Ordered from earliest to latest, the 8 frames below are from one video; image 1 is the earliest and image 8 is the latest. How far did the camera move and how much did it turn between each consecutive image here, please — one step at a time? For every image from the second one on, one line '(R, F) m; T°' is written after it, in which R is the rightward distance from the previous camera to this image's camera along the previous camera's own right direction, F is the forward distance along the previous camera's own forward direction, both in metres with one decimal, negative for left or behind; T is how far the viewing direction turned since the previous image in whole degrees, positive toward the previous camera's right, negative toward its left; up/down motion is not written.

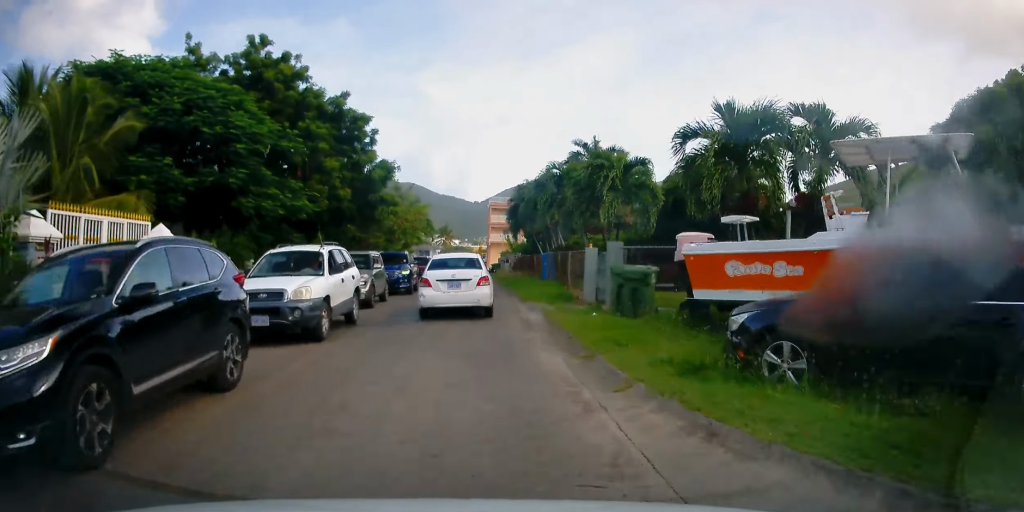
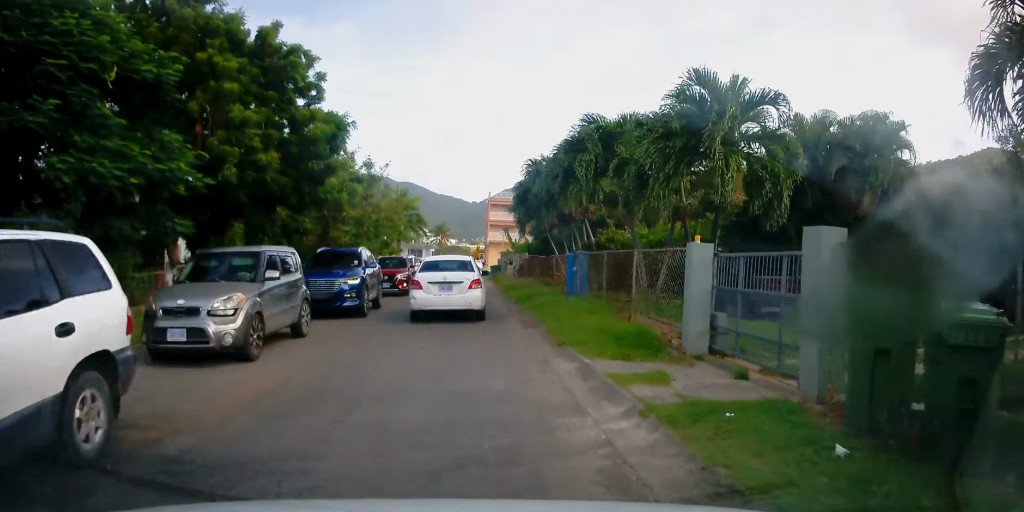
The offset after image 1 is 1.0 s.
(+0.4, +8.9) m; +2°
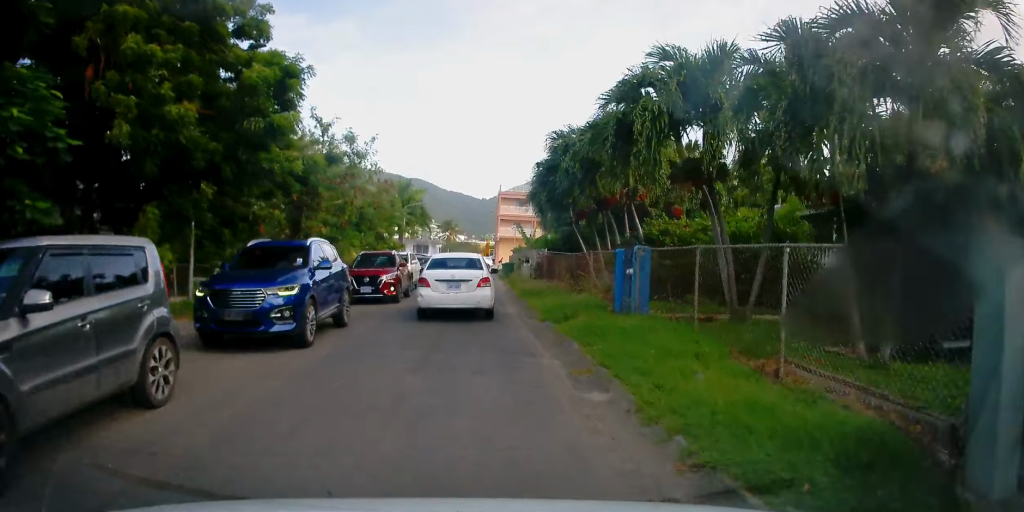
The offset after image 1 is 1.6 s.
(0.0, +5.6) m; -2°
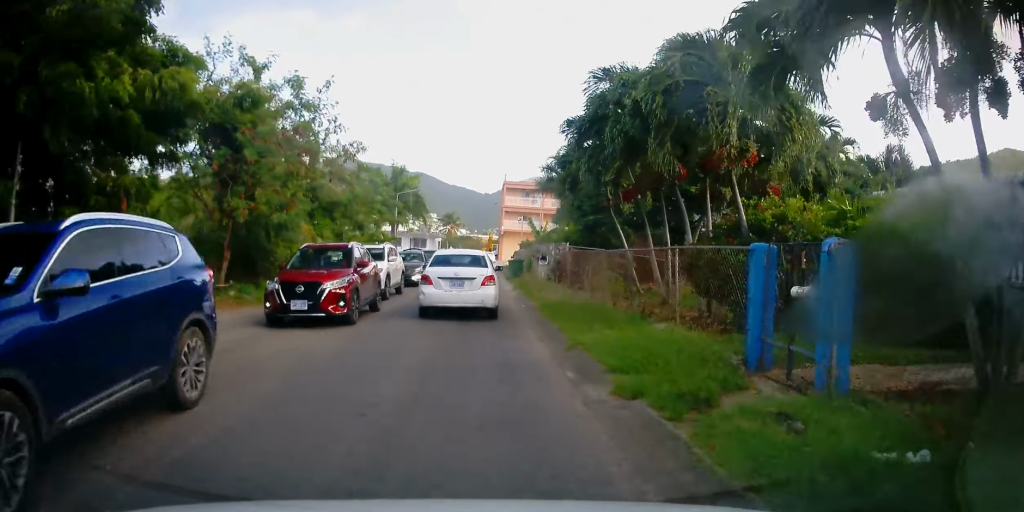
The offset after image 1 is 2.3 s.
(-0.2, +6.7) m; -2°
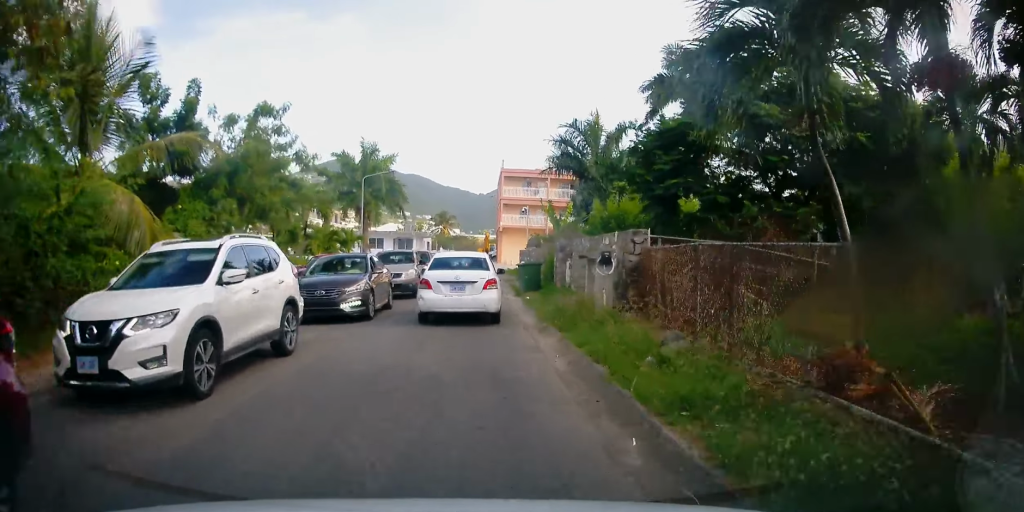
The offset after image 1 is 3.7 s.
(-0.3, +12.0) m; +1°
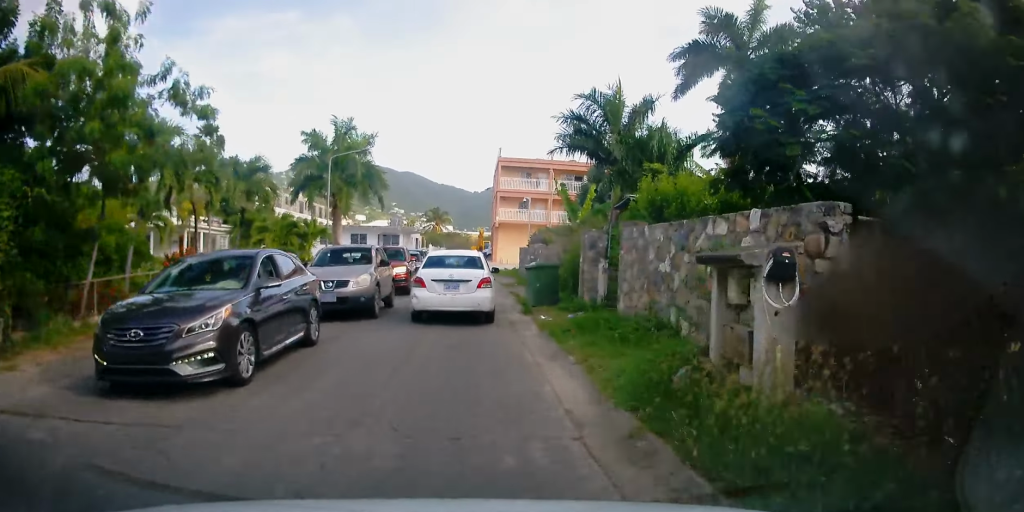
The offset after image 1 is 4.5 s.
(+0.3, +6.9) m; +1°
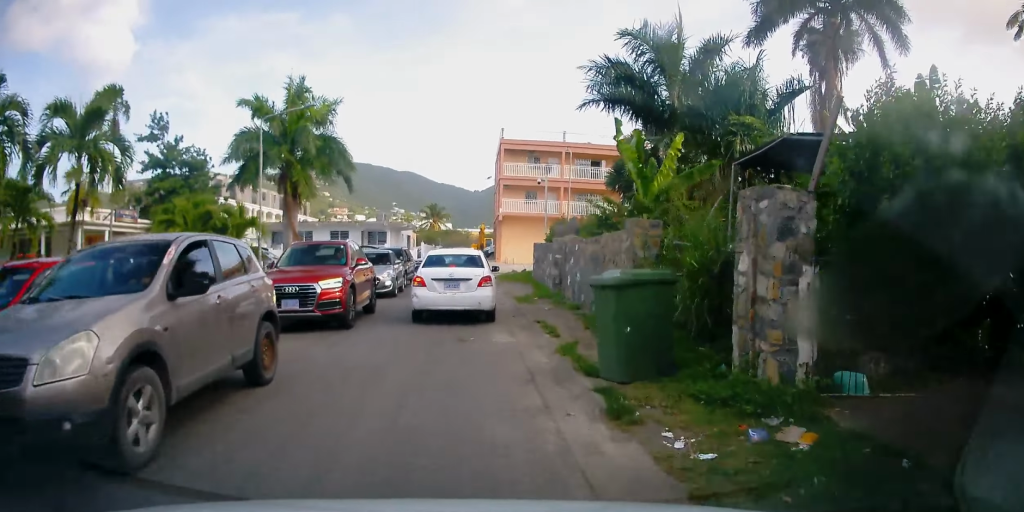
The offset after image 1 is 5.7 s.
(-0.2, +9.4) m; -3°
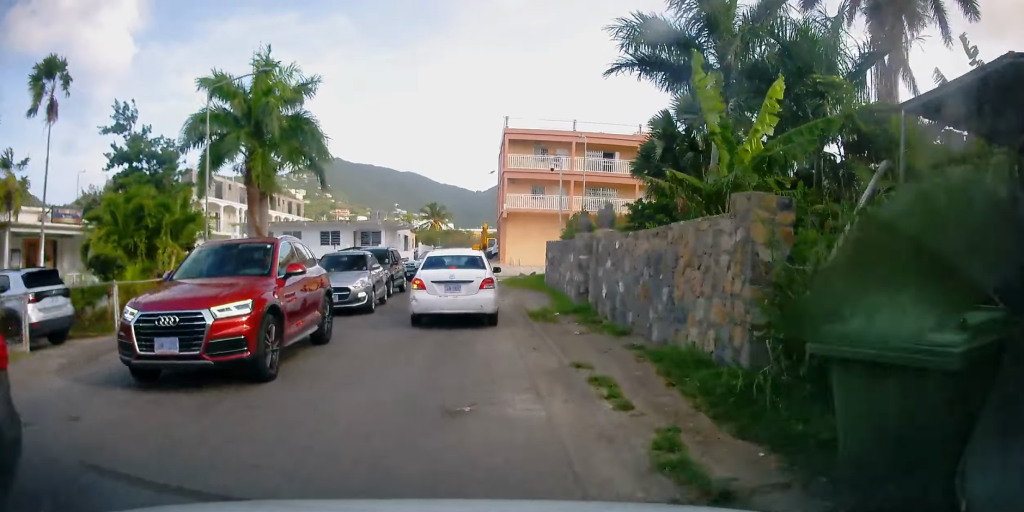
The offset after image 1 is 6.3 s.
(0.0, +4.4) m; +1°
